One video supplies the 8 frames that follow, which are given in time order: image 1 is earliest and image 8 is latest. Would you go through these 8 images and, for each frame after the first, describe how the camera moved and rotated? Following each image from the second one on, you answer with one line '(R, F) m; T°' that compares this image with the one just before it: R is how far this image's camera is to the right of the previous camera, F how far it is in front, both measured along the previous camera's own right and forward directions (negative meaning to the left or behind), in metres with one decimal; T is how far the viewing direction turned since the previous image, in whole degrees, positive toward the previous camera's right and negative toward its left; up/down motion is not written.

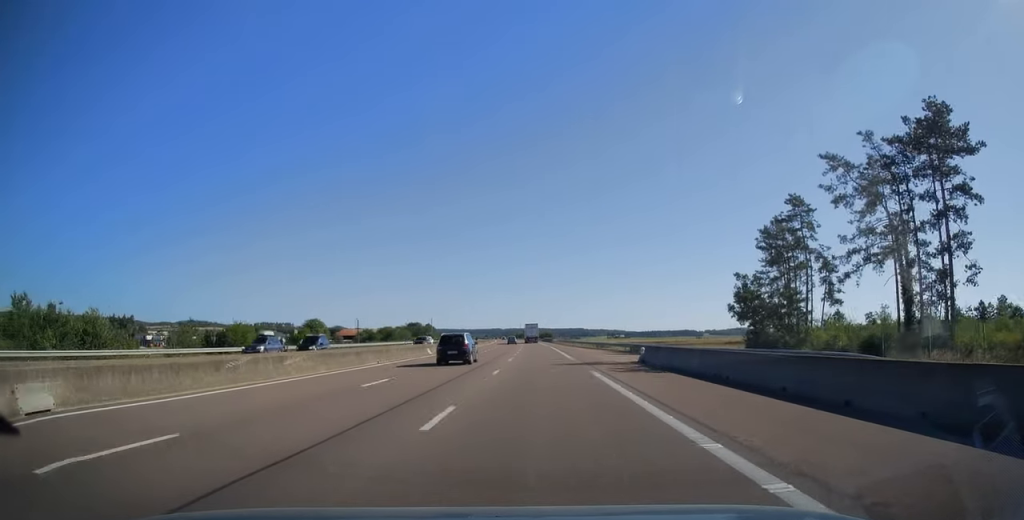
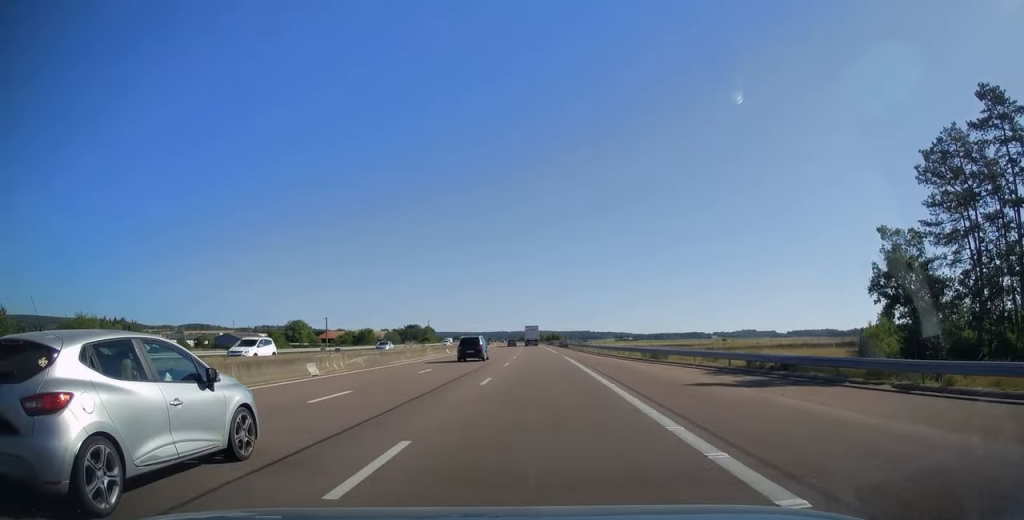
(-0.2, +30.1) m; -1°
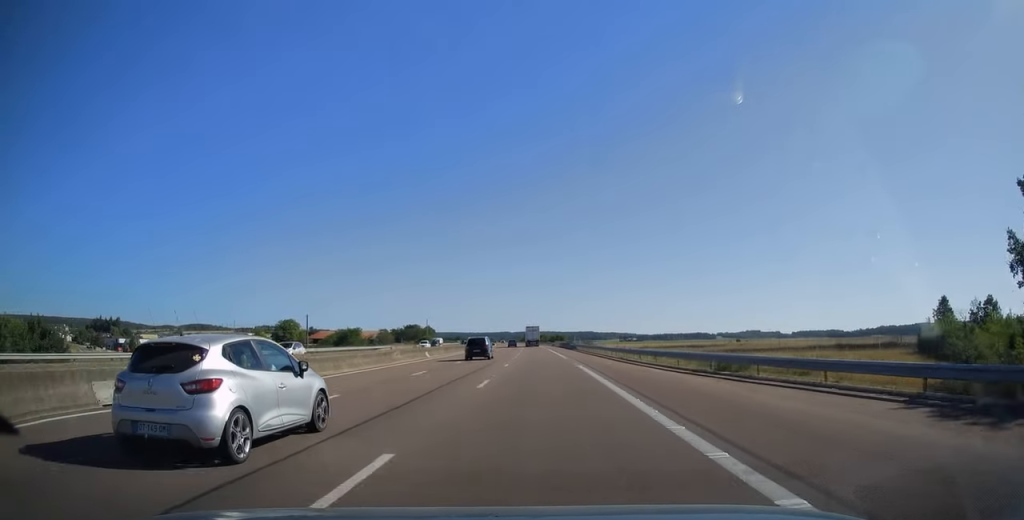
(0.0, +14.0) m; 0°
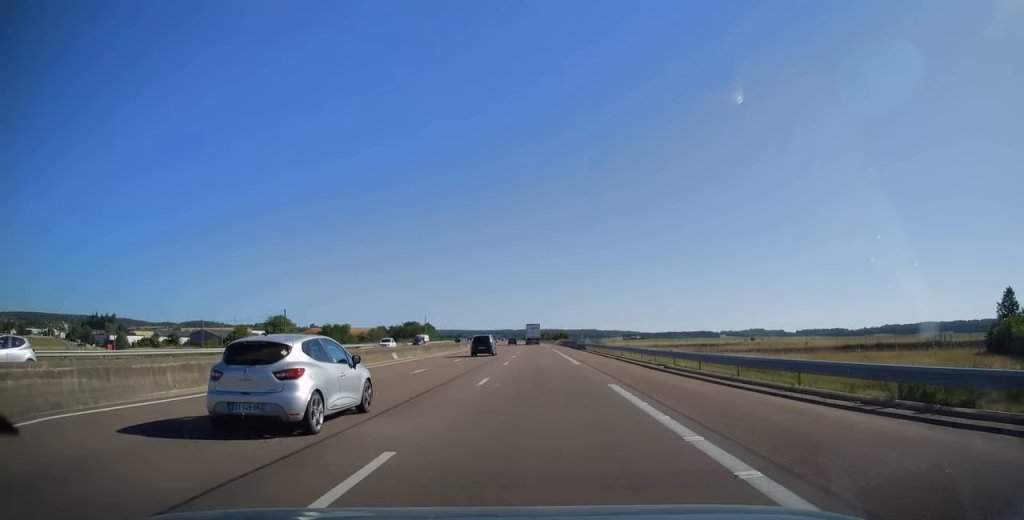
(0.0, +13.0) m; 0°
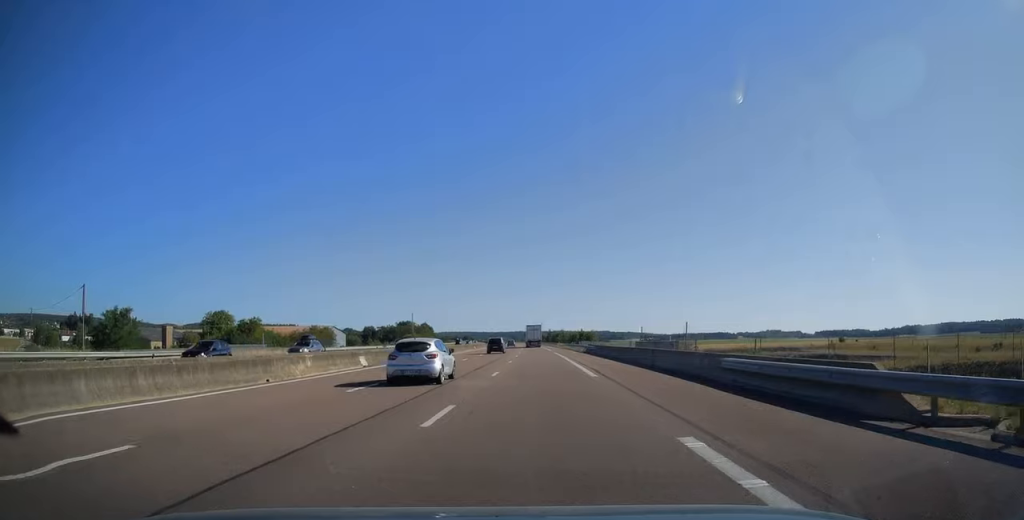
(-0.5, +60.1) m; -1°
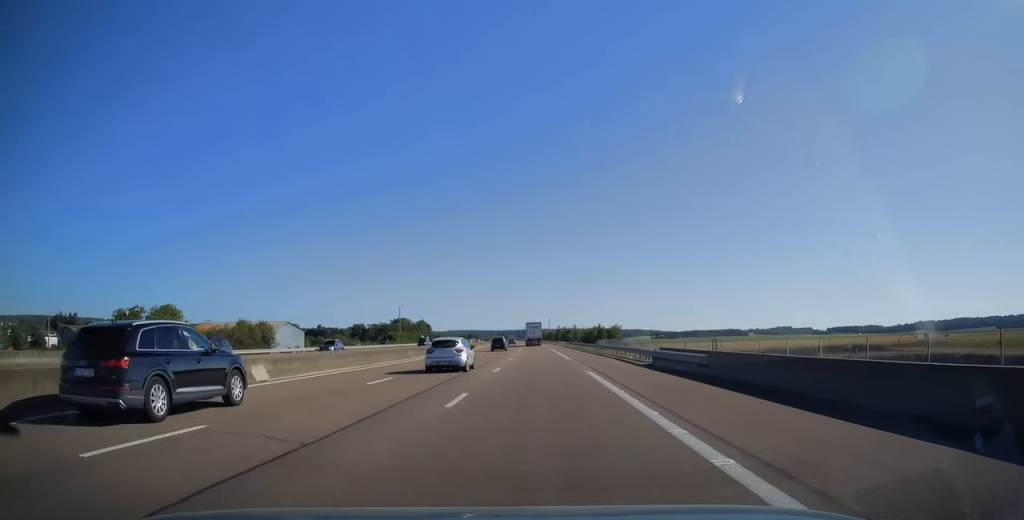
(-0.2, +36.6) m; -1°
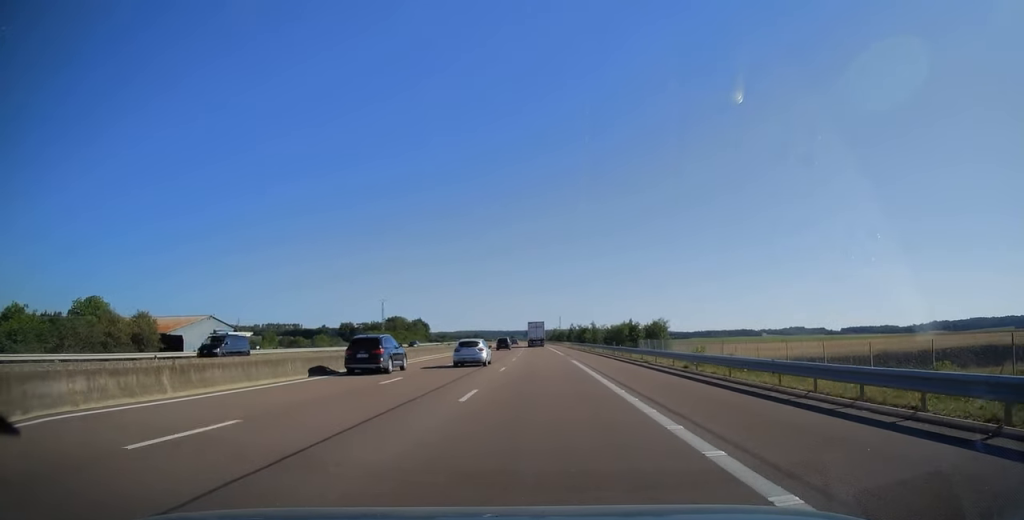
(-0.2, +37.6) m; -1°
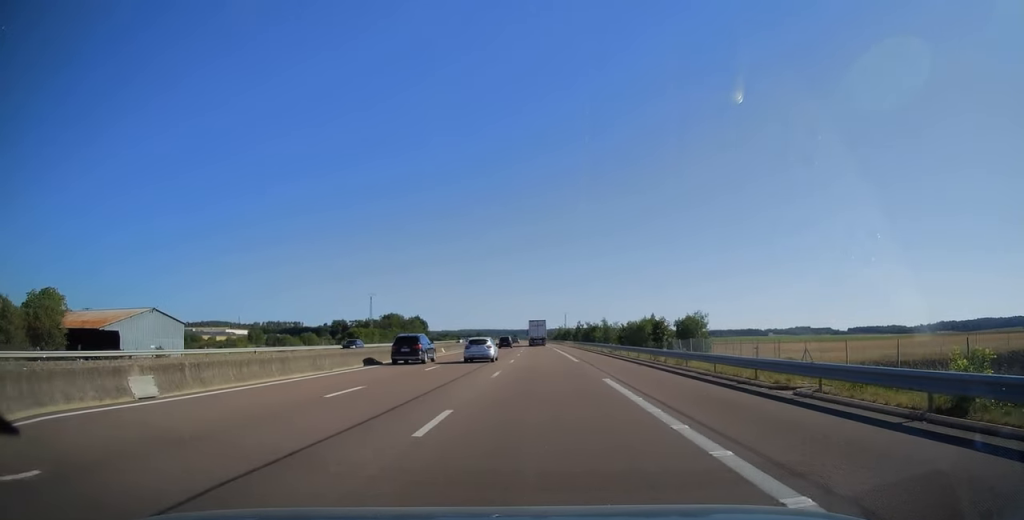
(-0.2, +18.1) m; 0°
